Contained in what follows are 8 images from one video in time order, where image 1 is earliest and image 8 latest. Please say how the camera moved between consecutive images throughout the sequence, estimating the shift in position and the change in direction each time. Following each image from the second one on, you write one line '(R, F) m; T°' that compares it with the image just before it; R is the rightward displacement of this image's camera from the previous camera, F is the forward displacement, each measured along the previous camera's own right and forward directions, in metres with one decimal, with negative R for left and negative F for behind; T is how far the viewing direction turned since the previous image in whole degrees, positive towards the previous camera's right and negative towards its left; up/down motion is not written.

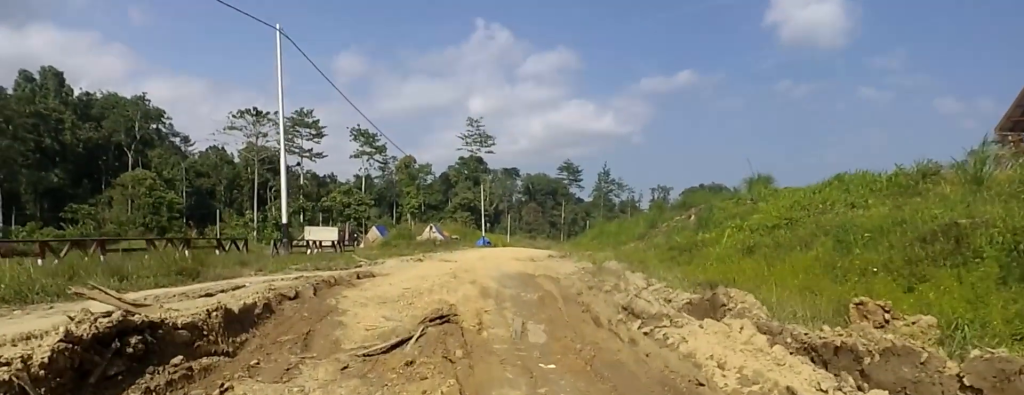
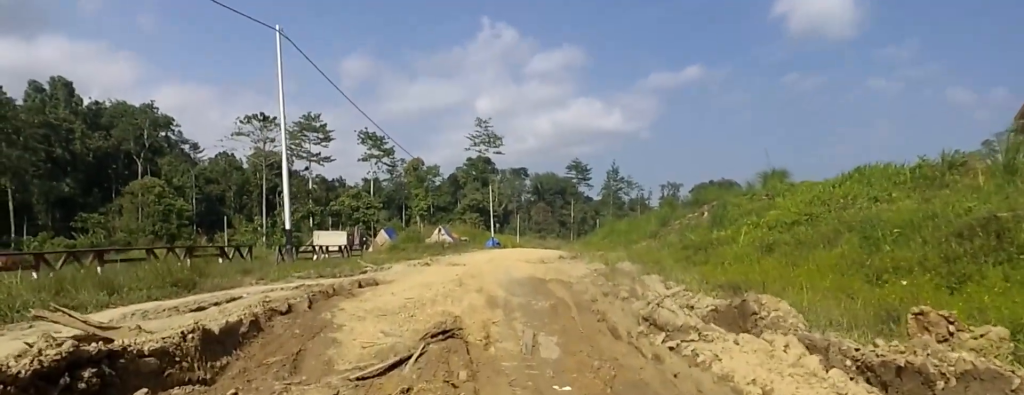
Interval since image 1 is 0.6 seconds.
(-0.2, +0.4) m; 0°
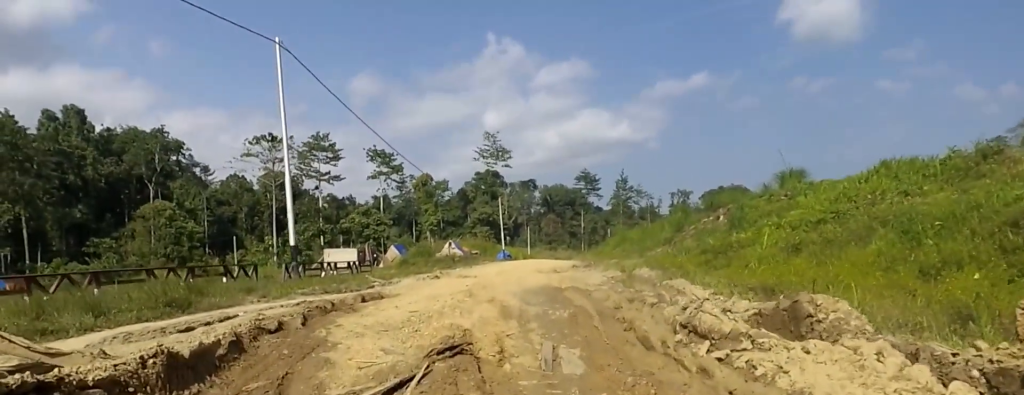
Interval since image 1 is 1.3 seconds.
(-0.2, +0.5) m; 0°
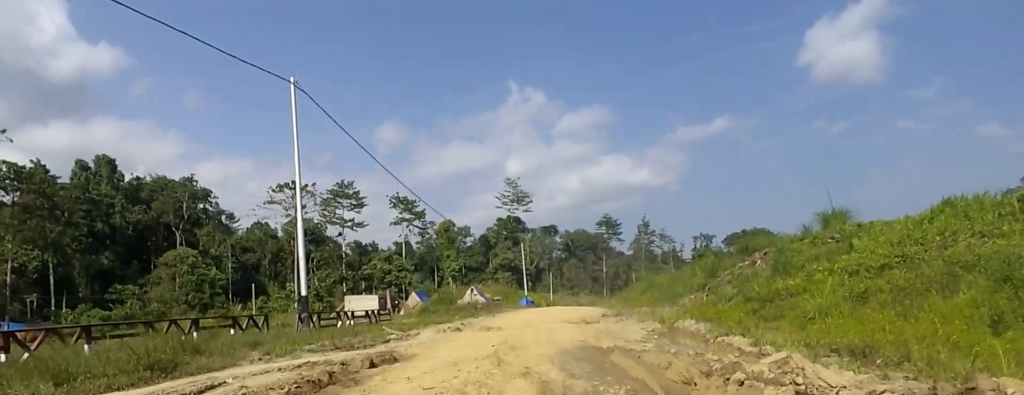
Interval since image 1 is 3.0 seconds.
(-0.6, +1.1) m; 0°
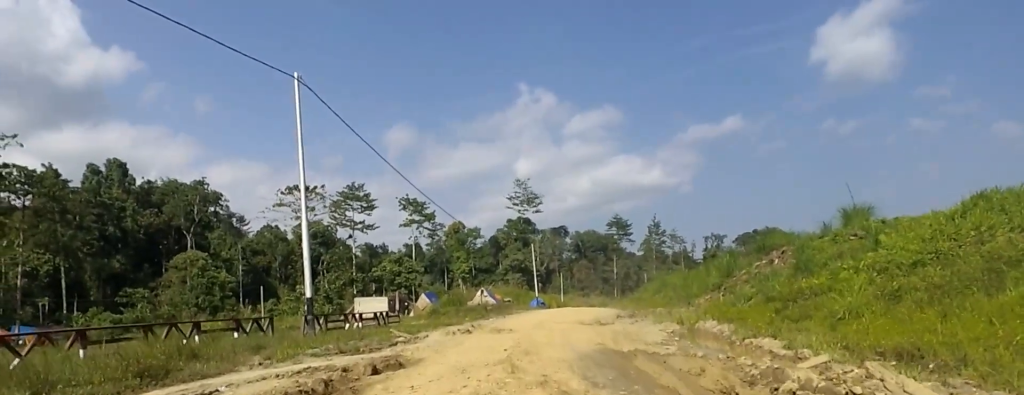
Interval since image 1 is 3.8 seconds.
(-0.3, +0.6) m; 0°
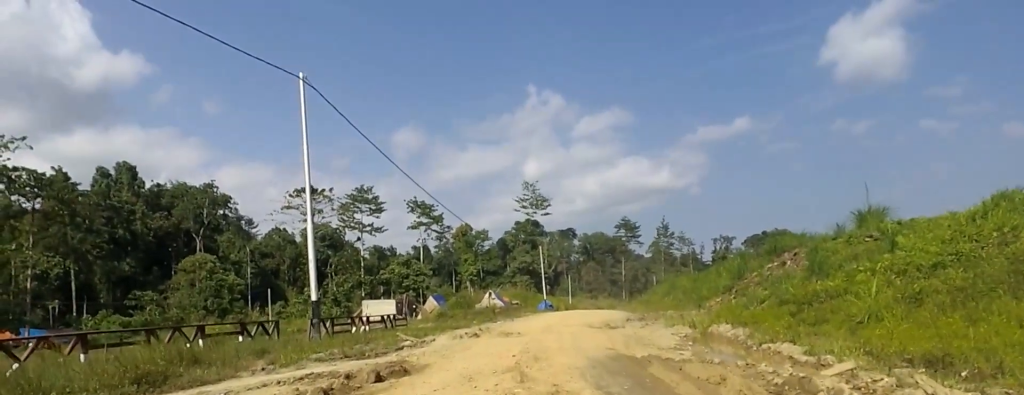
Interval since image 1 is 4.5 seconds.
(-0.3, +0.5) m; 0°
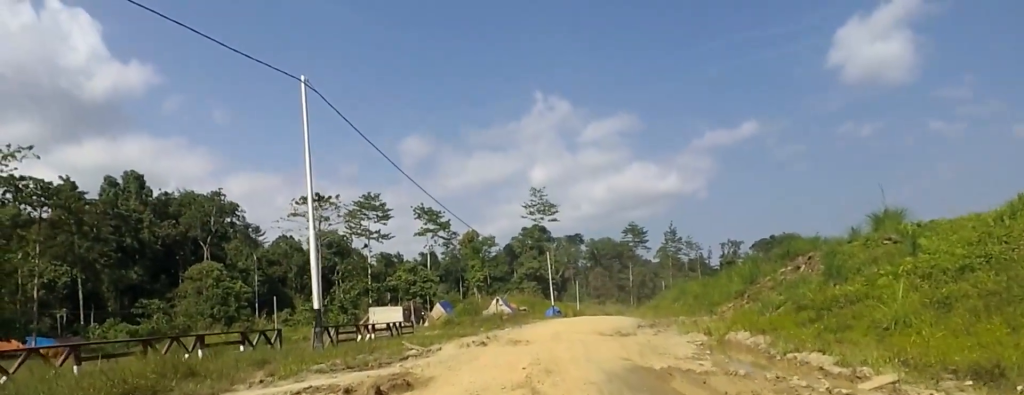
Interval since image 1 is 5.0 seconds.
(-0.2, +0.4) m; 0°
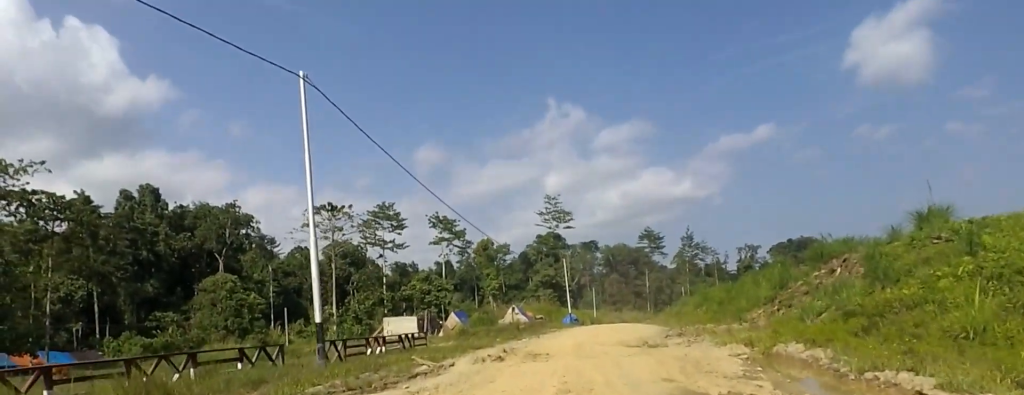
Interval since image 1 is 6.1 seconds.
(-0.5, +1.0) m; 0°
